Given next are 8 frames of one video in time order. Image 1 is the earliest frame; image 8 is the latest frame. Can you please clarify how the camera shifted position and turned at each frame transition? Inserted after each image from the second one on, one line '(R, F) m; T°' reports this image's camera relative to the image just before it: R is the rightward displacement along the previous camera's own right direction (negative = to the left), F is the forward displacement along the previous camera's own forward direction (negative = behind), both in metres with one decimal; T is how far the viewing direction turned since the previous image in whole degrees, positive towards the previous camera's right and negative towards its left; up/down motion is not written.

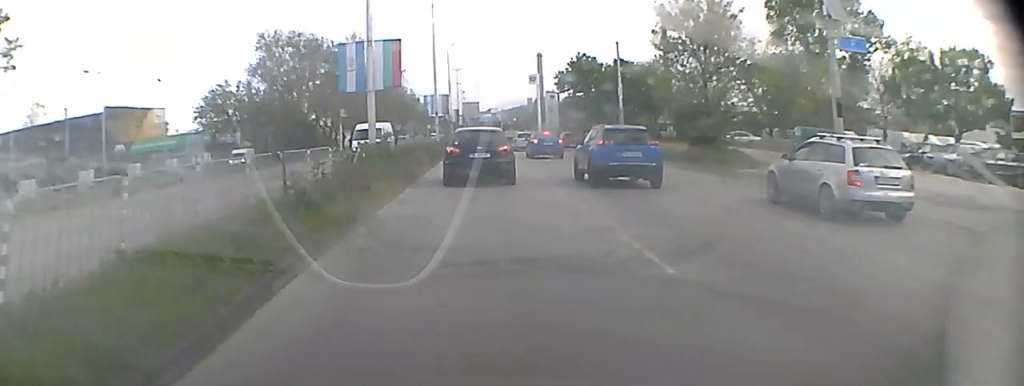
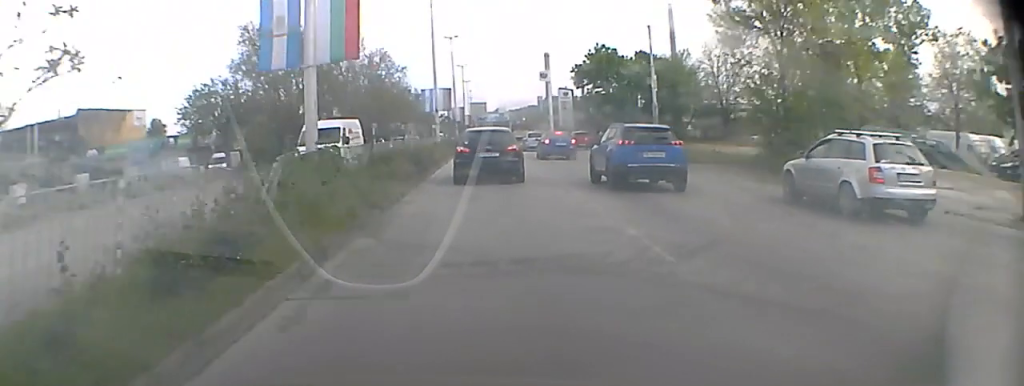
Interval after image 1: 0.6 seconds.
(0.0, +8.7) m; 0°
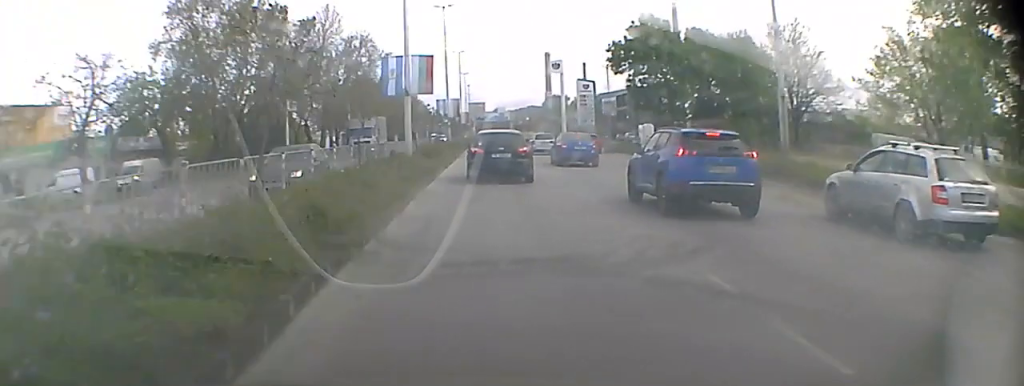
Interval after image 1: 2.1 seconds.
(0.0, +21.7) m; 0°
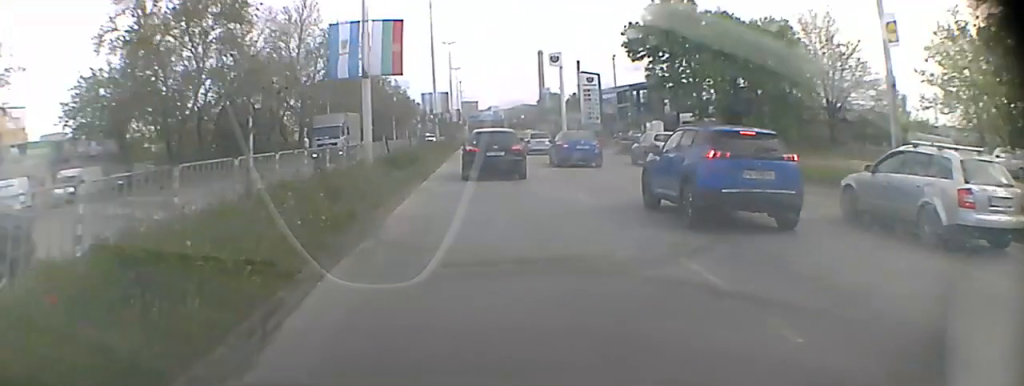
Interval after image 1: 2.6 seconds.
(0.0, +7.1) m; 0°
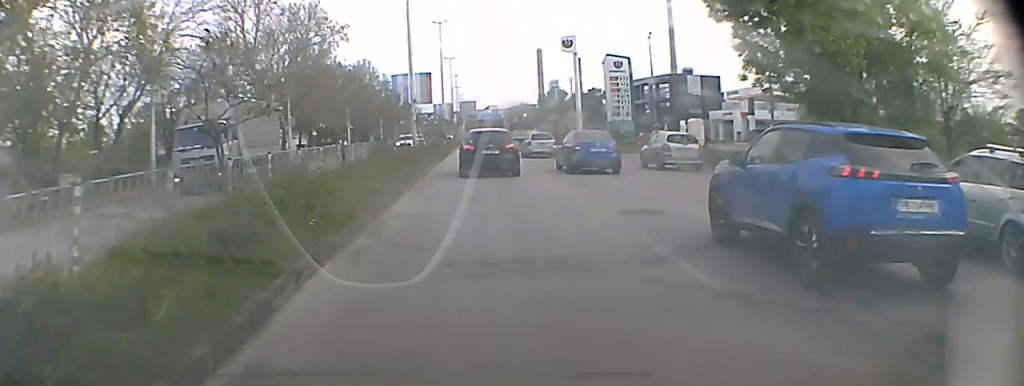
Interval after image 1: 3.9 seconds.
(+0.1, +18.5) m; 0°
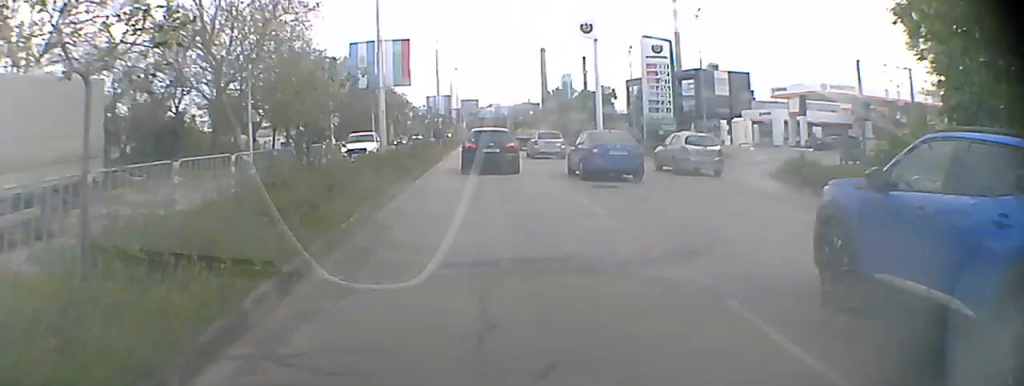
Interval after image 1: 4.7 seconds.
(0.0, +11.2) m; 0°
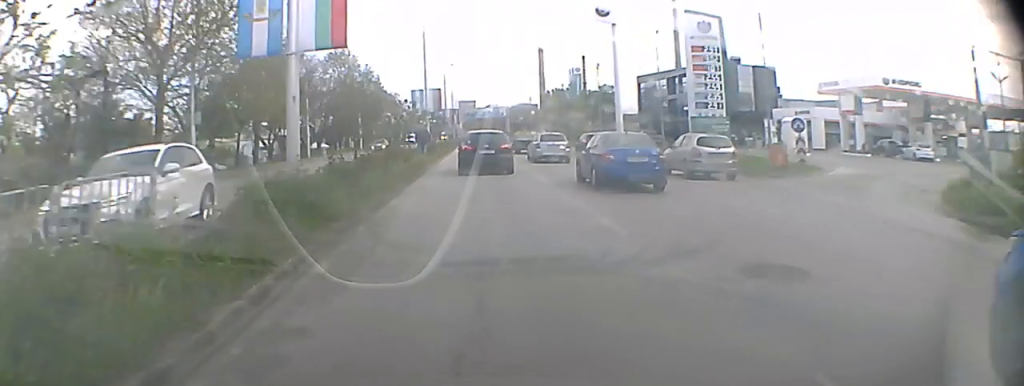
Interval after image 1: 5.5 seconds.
(0.0, +11.1) m; 0°
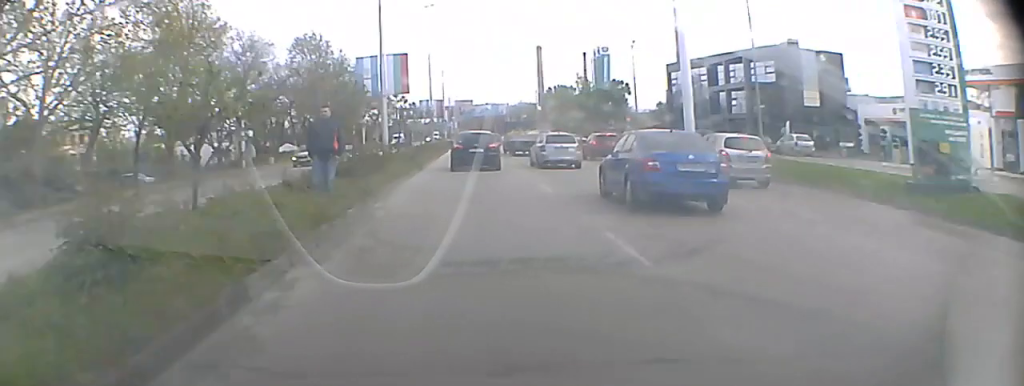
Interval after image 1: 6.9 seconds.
(+0.1, +20.6) m; 0°
